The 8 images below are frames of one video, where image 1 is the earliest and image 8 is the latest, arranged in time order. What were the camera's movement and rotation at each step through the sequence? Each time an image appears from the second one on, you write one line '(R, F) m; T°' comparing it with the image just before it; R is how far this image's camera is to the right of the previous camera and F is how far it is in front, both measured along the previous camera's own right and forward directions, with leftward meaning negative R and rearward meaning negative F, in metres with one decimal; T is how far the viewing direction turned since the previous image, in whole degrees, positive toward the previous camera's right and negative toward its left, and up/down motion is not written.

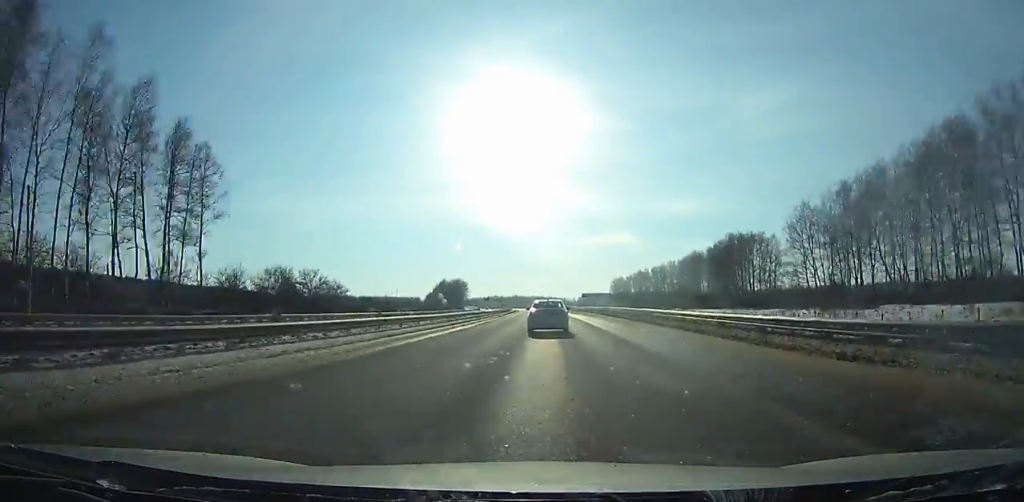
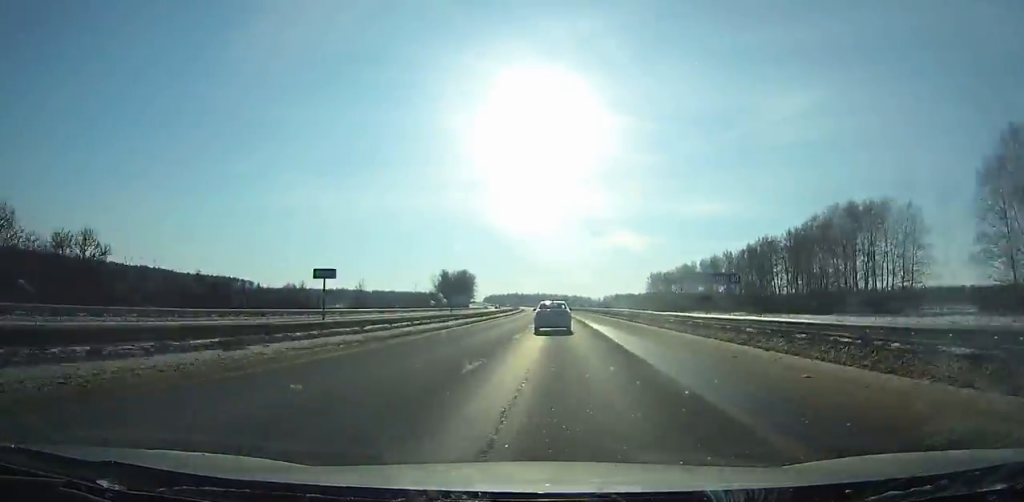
(-1.4, +62.5) m; -2°
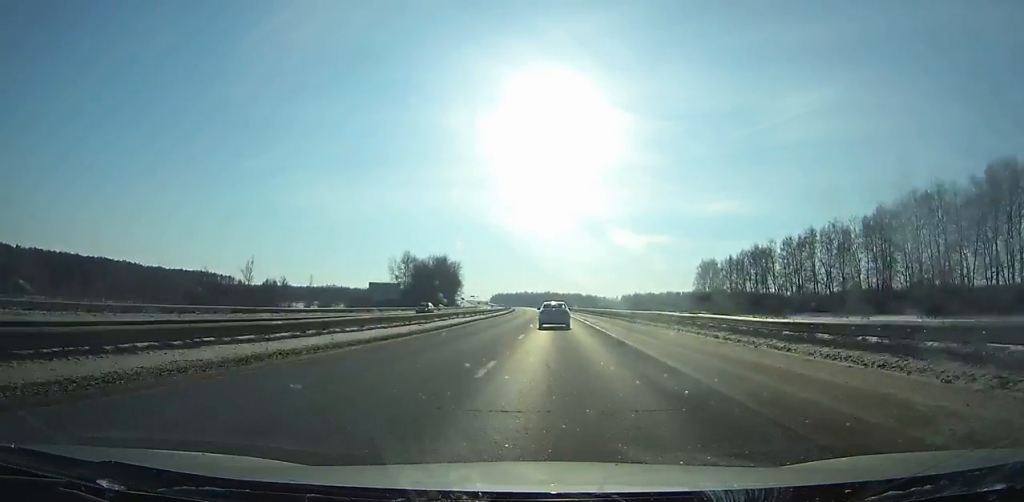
(-2.3, +86.6) m; -3°
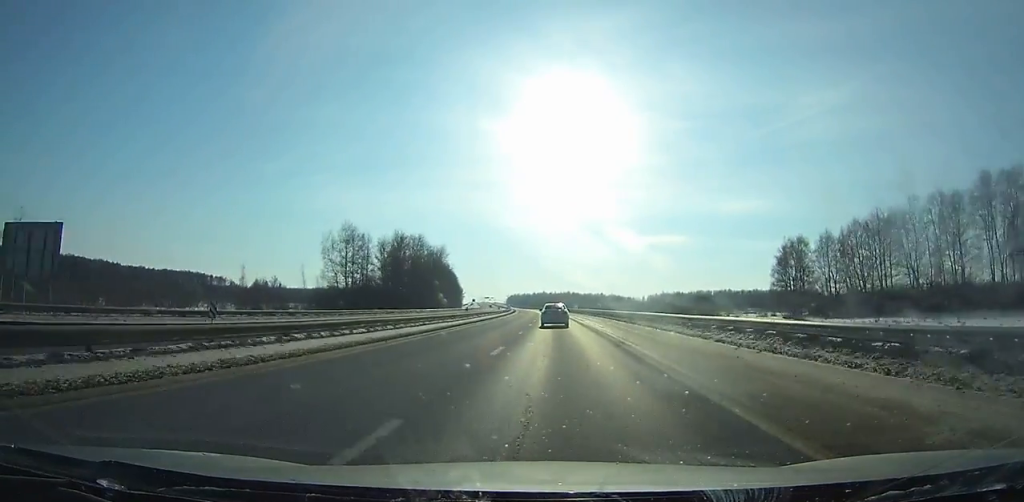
(-0.6, +66.2) m; -2°
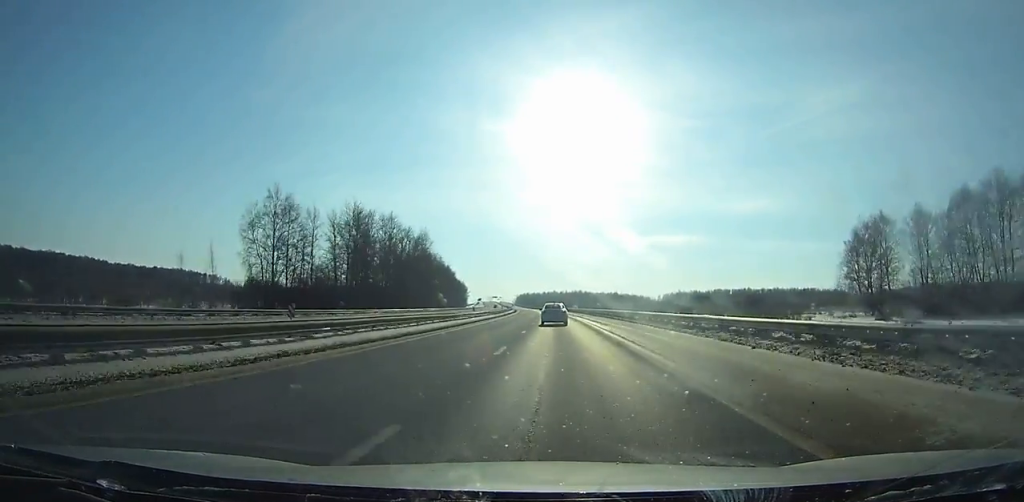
(-0.5, +36.4) m; -1°
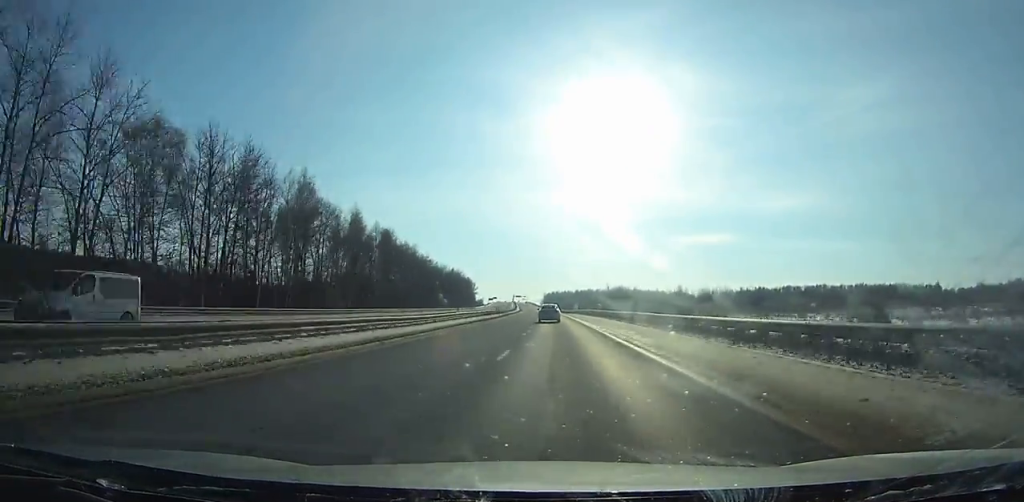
(-3.6, +134.6) m; -3°
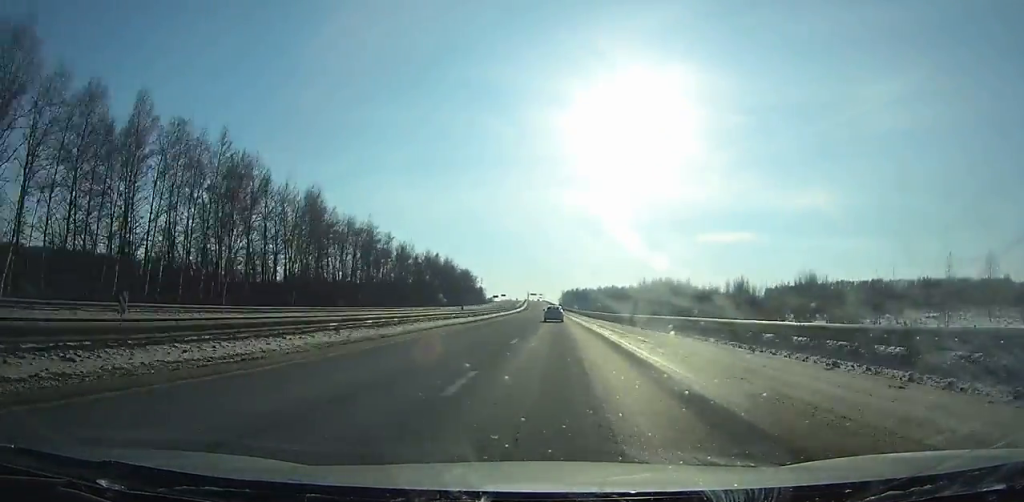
(-0.9, +77.1) m; -1°
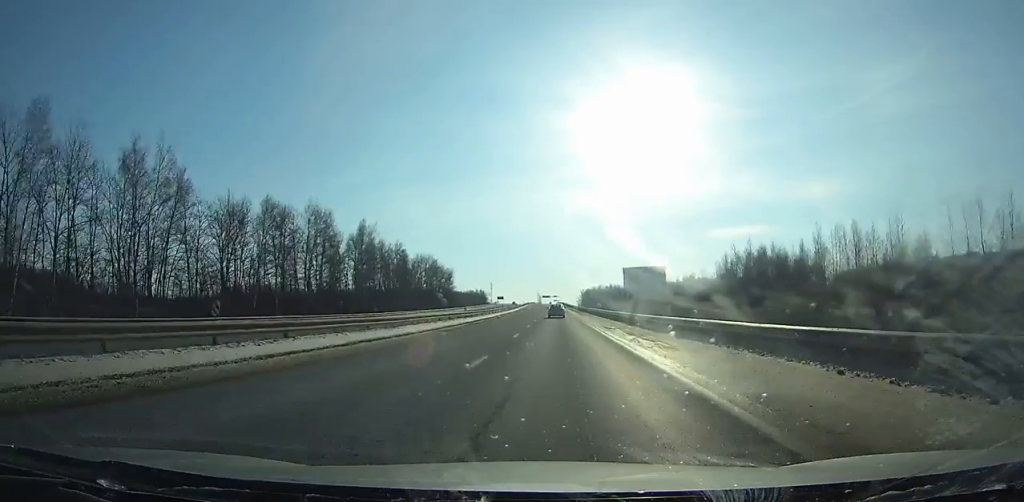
(-2.1, +117.4) m; -2°
